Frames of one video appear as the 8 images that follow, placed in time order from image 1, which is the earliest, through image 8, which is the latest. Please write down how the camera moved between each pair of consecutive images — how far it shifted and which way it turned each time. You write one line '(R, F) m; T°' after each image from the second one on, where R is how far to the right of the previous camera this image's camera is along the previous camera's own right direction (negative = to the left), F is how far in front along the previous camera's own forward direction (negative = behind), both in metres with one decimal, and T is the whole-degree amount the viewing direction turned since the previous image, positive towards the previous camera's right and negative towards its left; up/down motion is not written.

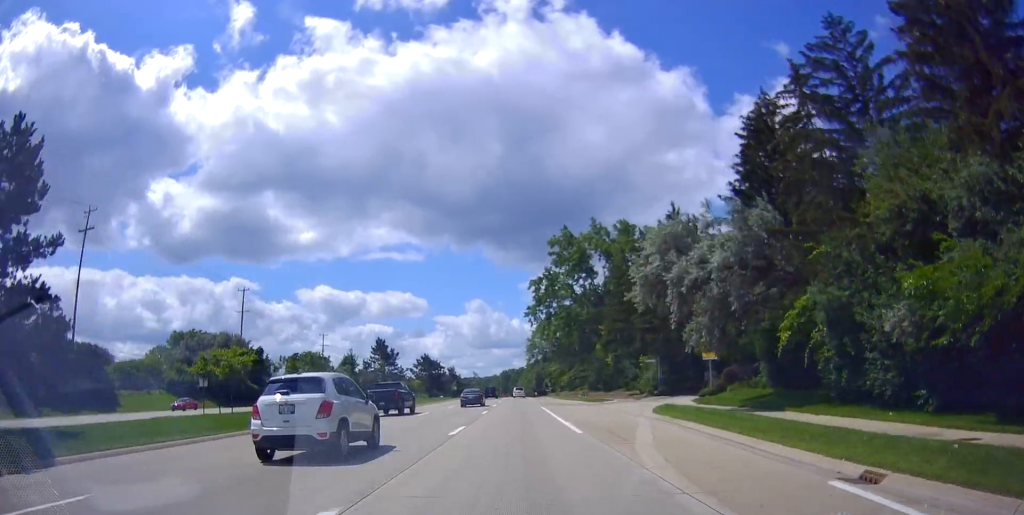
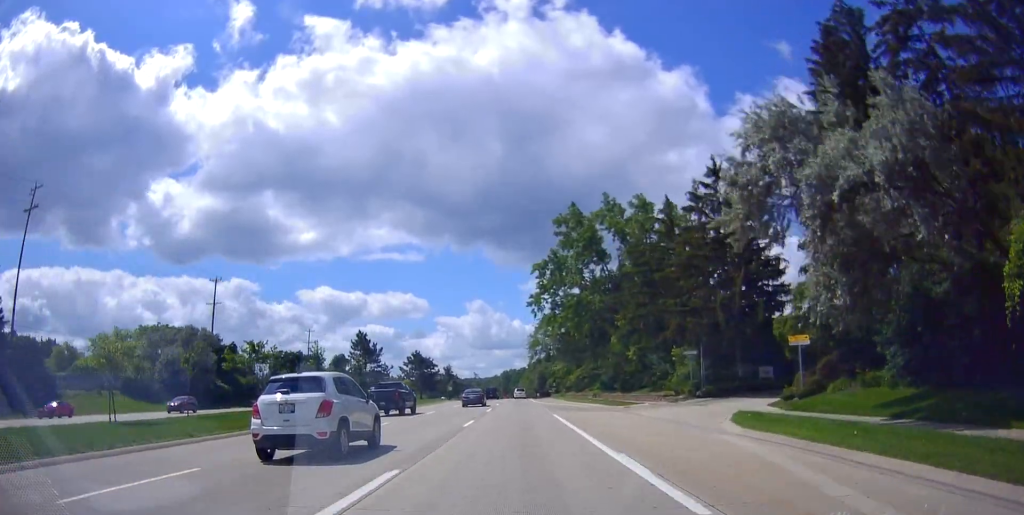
(+0.1, +11.4) m; 0°
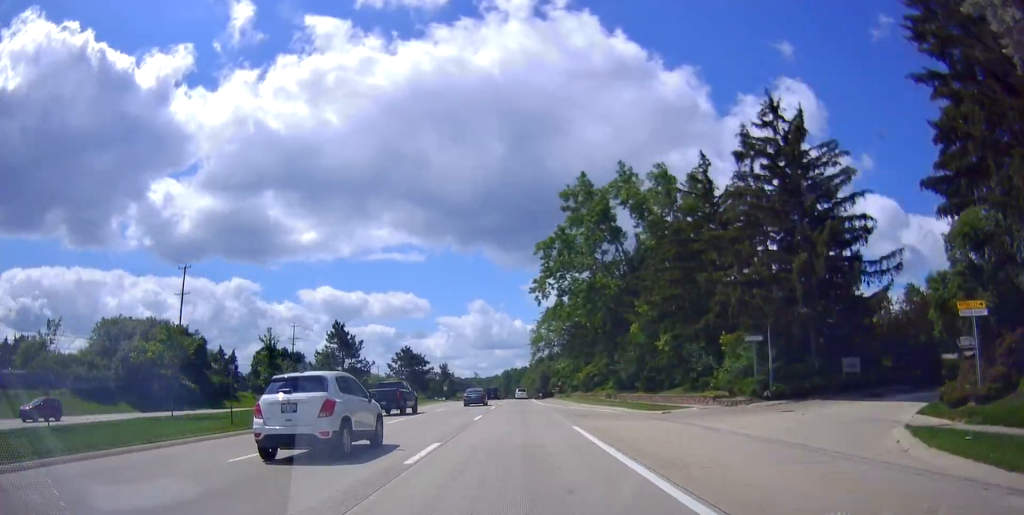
(0.0, +10.7) m; 0°
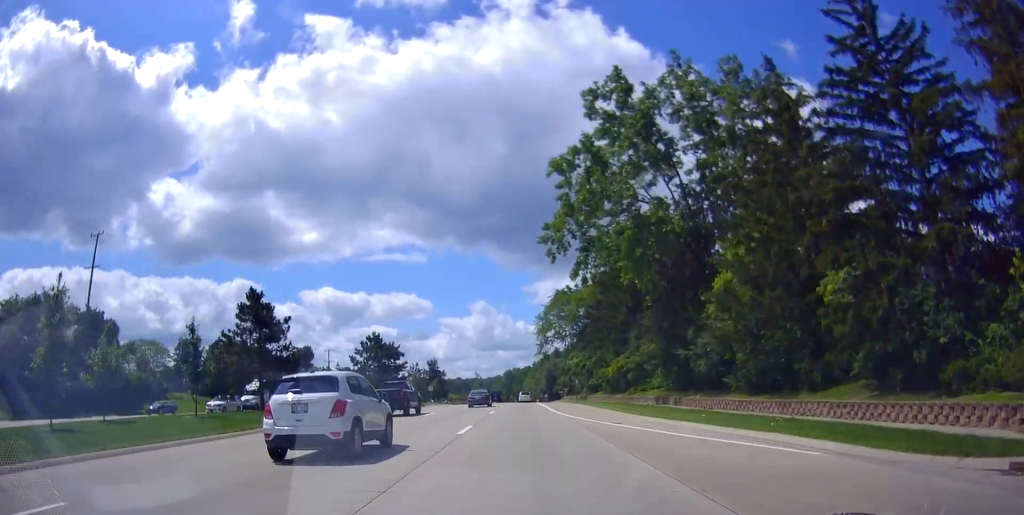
(0.0, +23.1) m; 0°
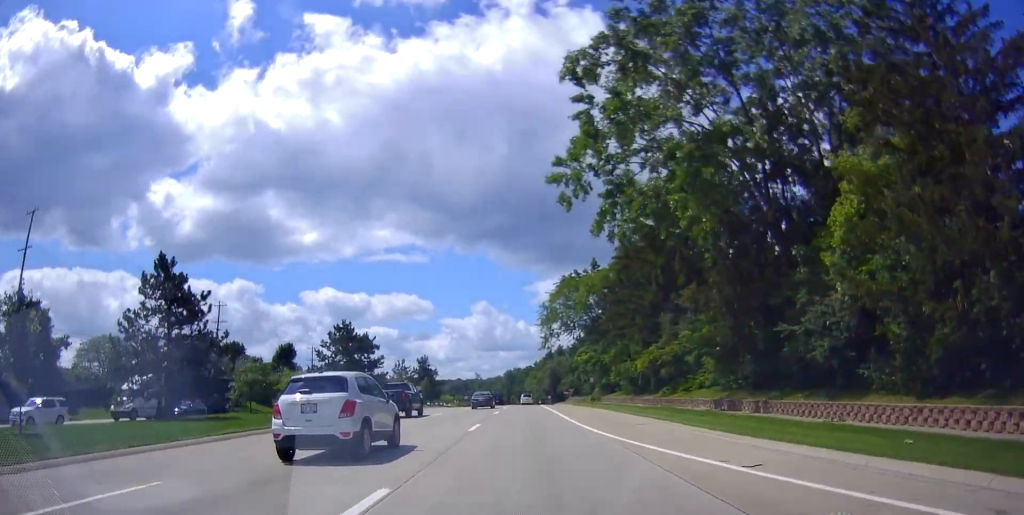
(-0.1, +13.1) m; +1°
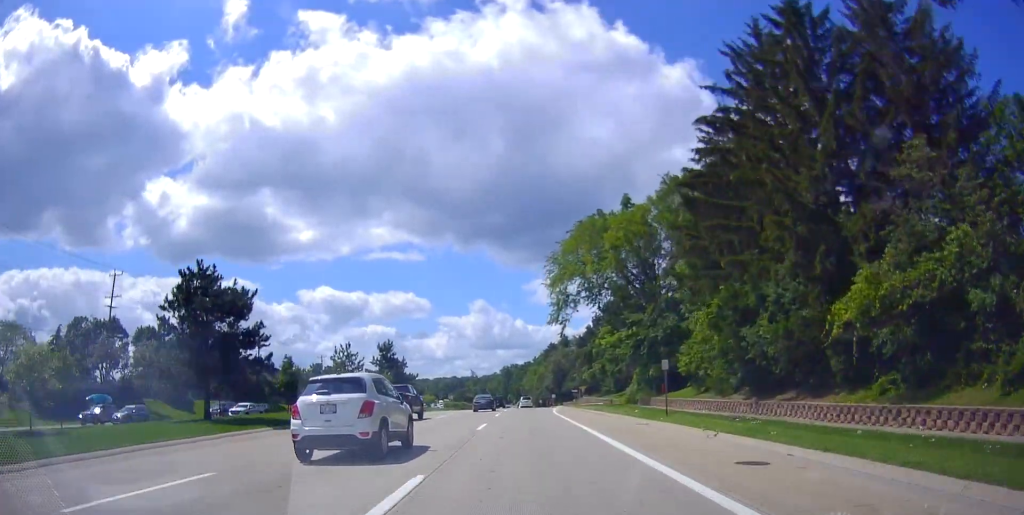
(+0.2, +28.8) m; -2°
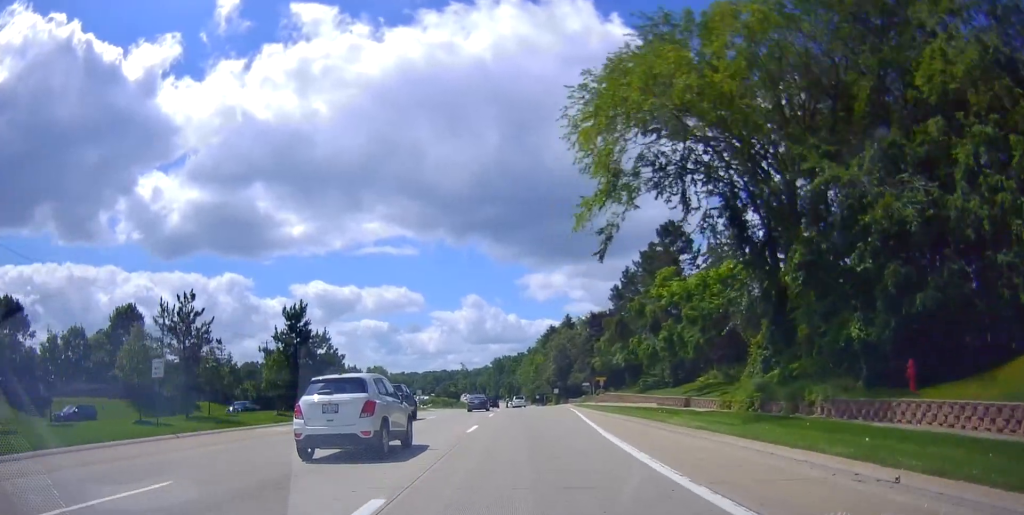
(-0.7, +30.9) m; +1°
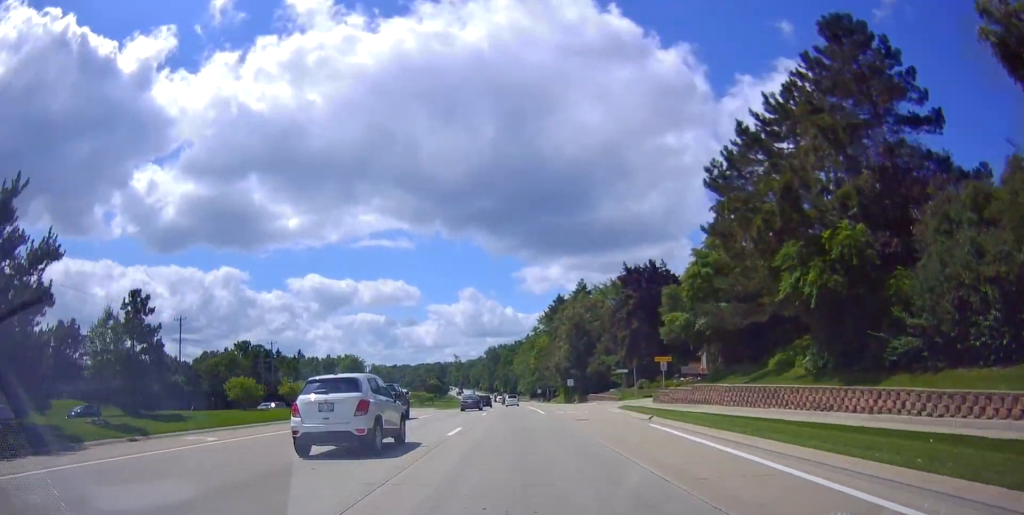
(+1.5, +33.5) m; +2°
